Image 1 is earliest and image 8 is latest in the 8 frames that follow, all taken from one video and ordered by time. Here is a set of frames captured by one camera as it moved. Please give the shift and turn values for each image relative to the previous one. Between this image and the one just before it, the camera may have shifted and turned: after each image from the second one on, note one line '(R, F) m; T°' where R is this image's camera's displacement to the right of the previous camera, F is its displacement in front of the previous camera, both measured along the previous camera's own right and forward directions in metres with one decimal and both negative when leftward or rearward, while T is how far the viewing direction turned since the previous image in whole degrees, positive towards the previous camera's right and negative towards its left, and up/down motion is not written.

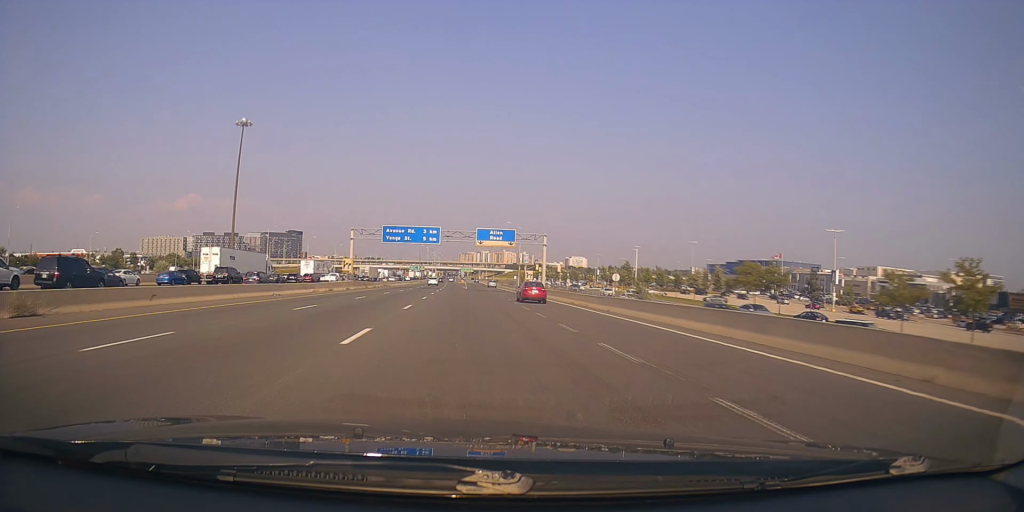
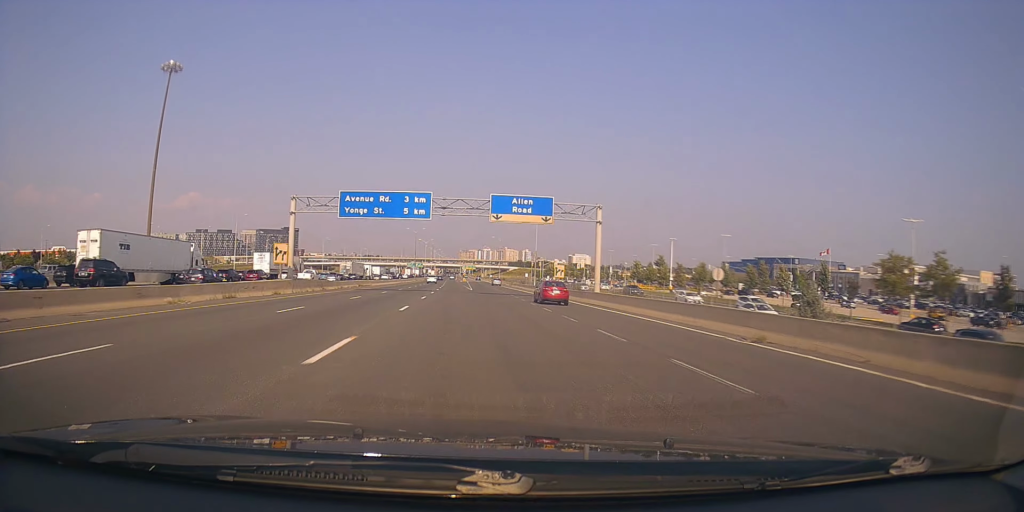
(-1.1, +27.2) m; 0°
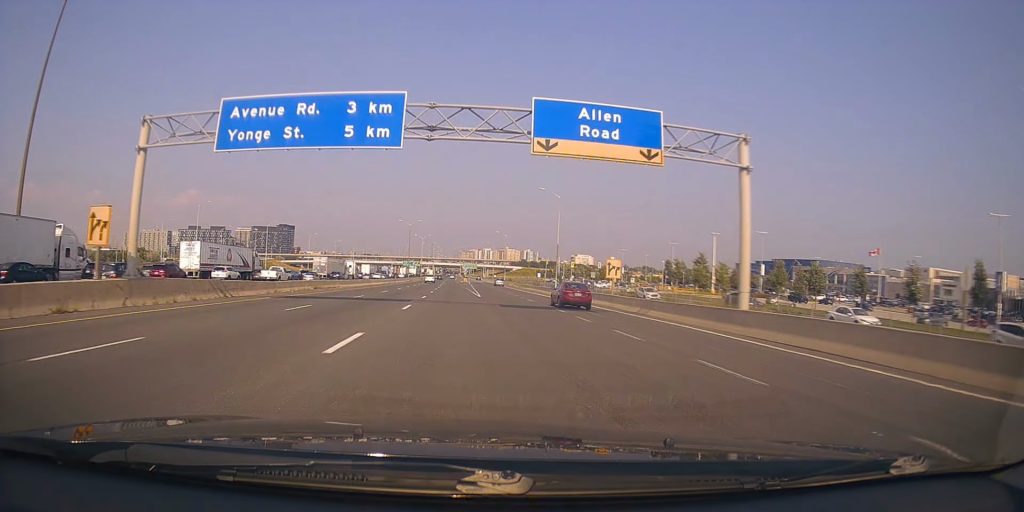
(+1.1, +23.9) m; 0°
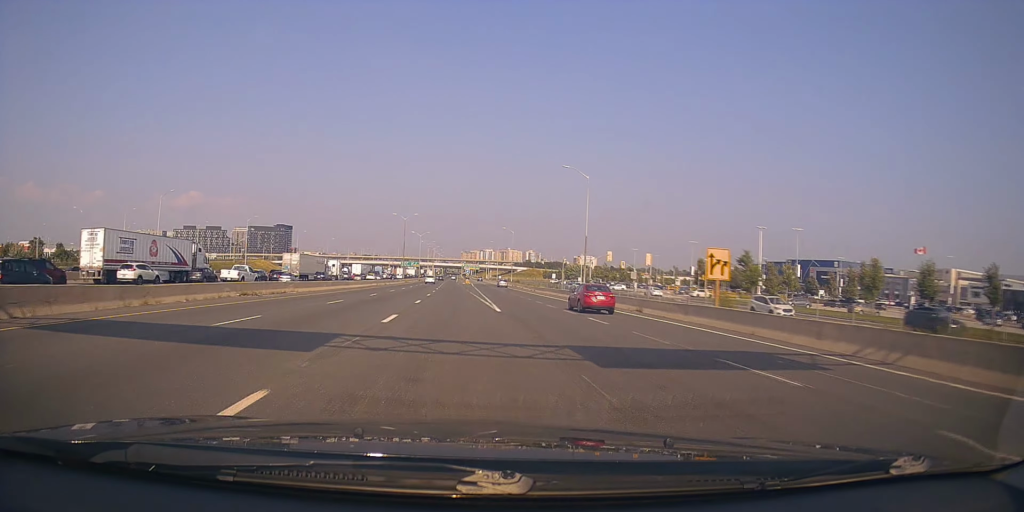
(-0.4, +18.5) m; -1°
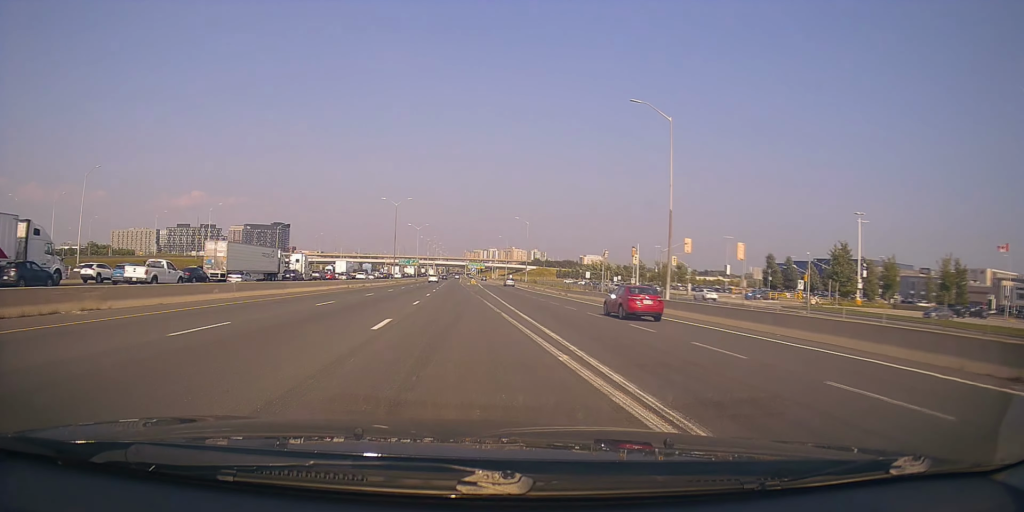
(-0.3, +27.2) m; 0°
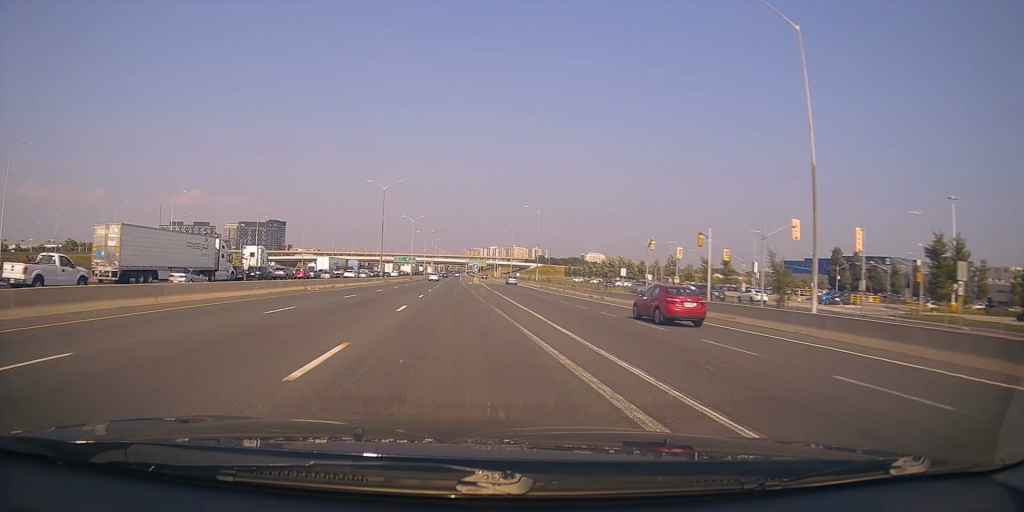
(+0.2, +18.9) m; +1°
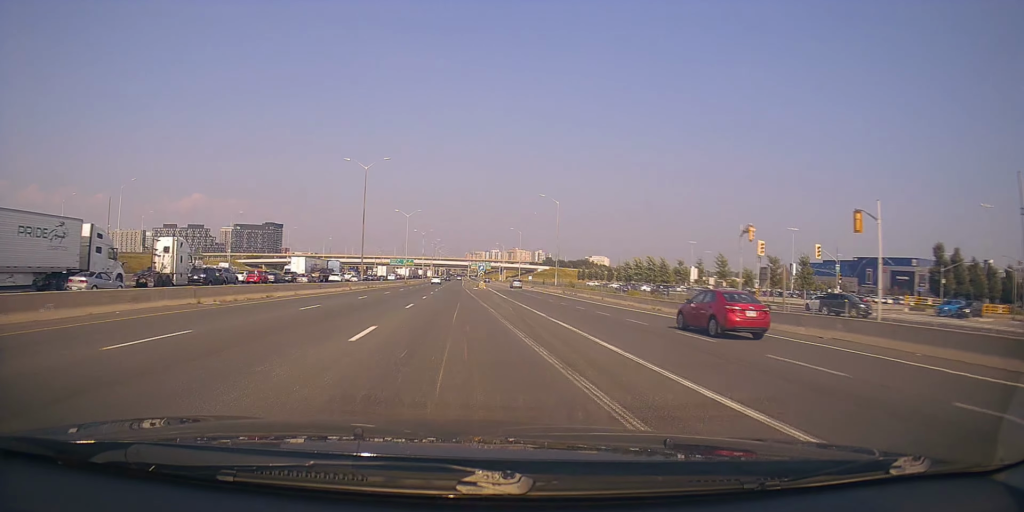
(+0.1, +20.8) m; 0°
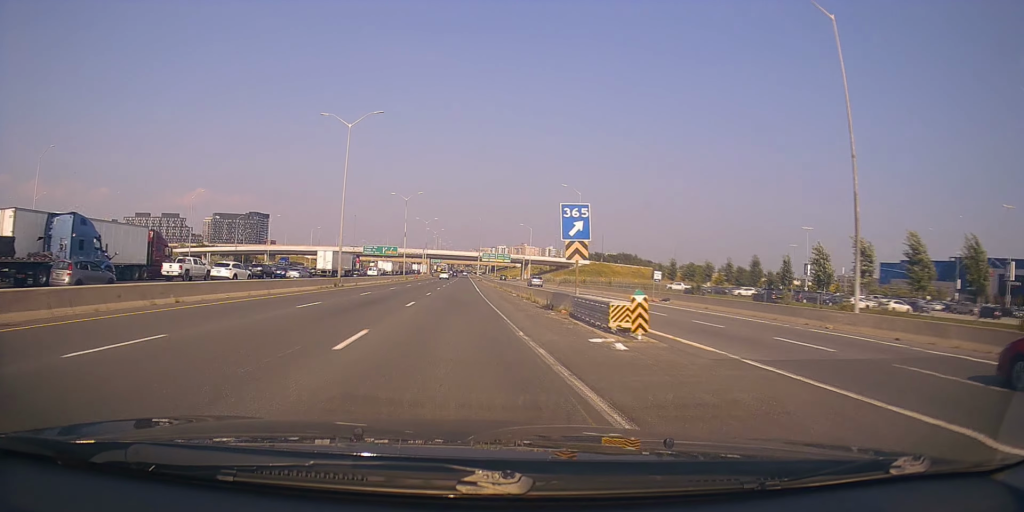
(-1.6, +76.1) m; -1°
